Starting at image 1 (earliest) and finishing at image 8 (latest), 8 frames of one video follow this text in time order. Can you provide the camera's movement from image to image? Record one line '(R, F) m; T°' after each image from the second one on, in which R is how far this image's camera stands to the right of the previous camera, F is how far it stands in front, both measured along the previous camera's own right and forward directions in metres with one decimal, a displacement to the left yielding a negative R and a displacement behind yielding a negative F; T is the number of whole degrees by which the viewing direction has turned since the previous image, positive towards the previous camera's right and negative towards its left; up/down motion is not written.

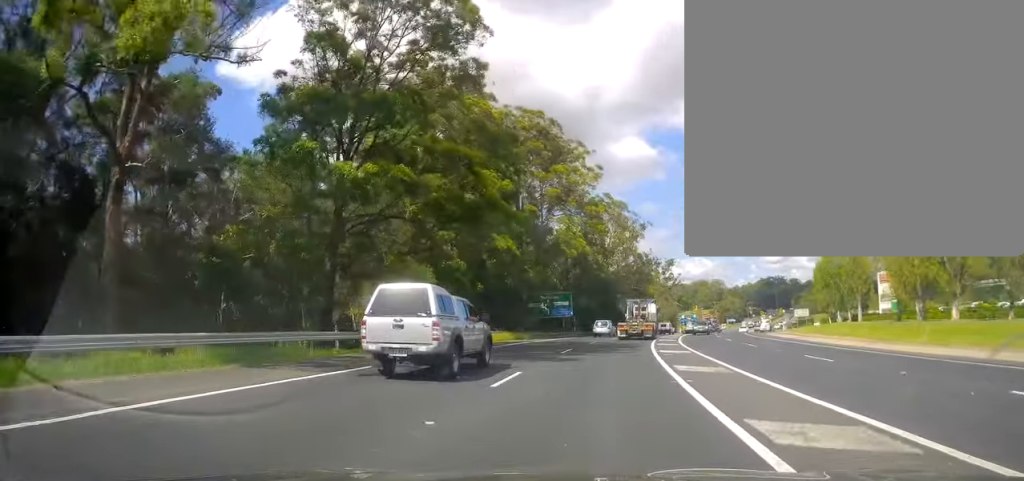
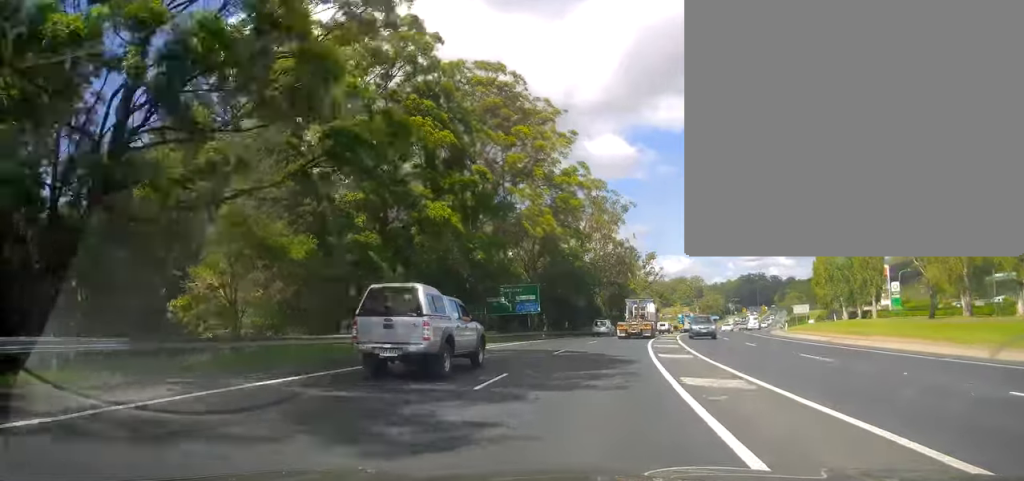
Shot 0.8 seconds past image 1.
(0.0, +12.9) m; +3°
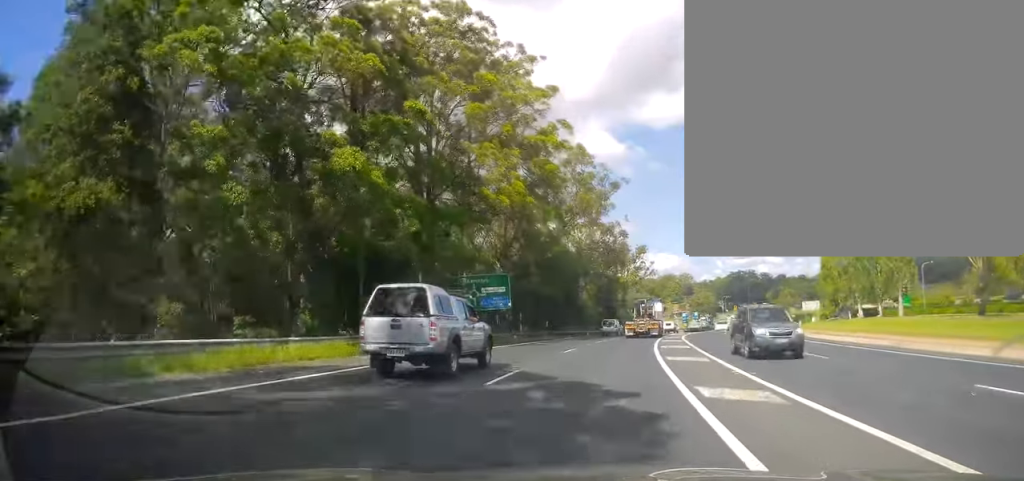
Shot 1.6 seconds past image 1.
(+0.6, +11.1) m; +4°
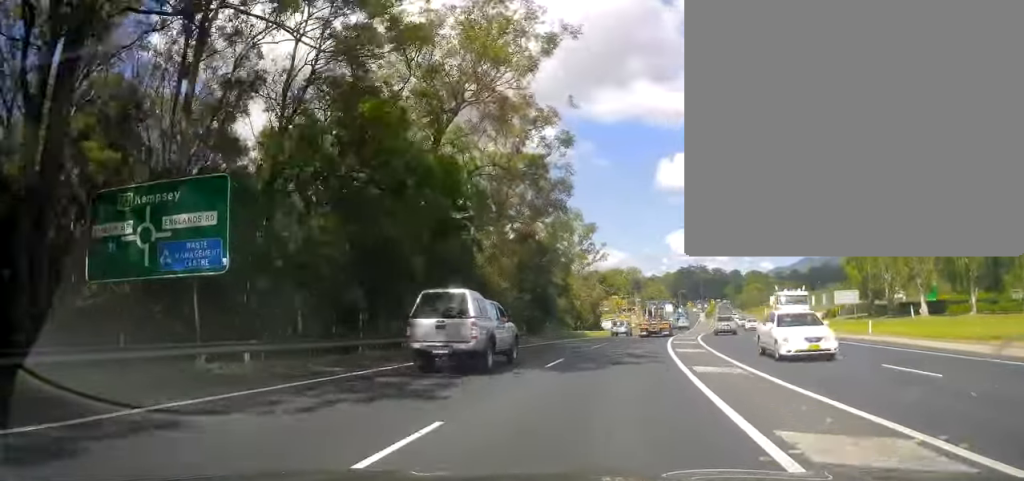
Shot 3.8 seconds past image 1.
(+1.2, +32.3) m; +3°
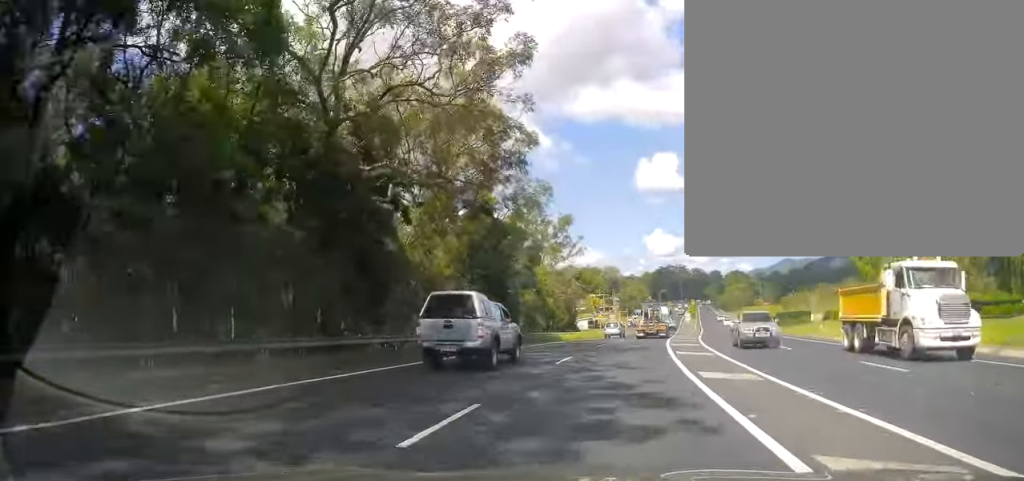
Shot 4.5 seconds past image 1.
(+0.3, +10.6) m; +1°
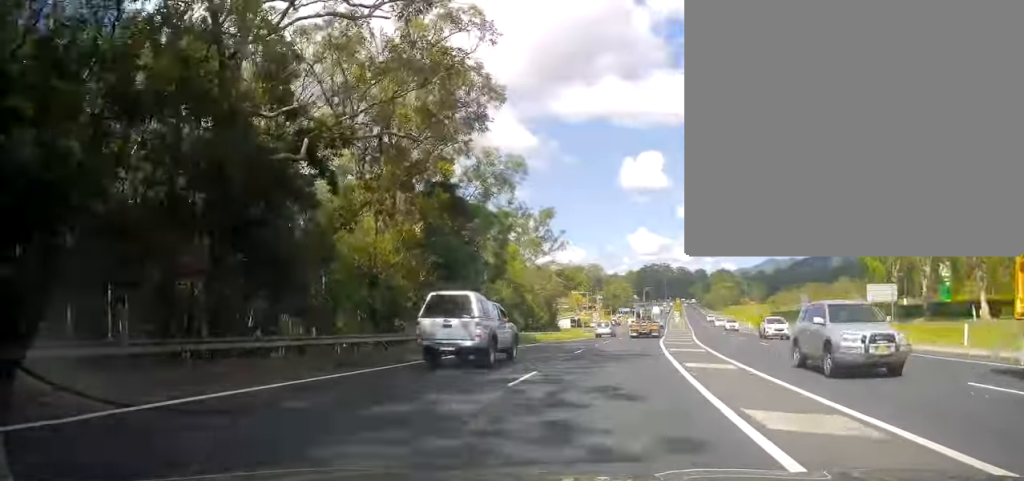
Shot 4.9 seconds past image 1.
(+0.2, +6.2) m; +1°
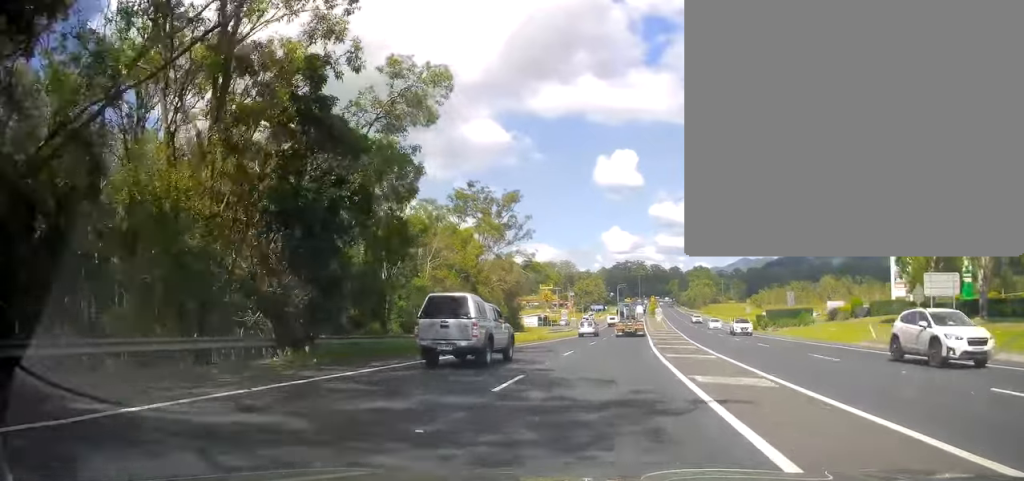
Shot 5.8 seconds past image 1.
(-0.2, +12.9) m; +3°
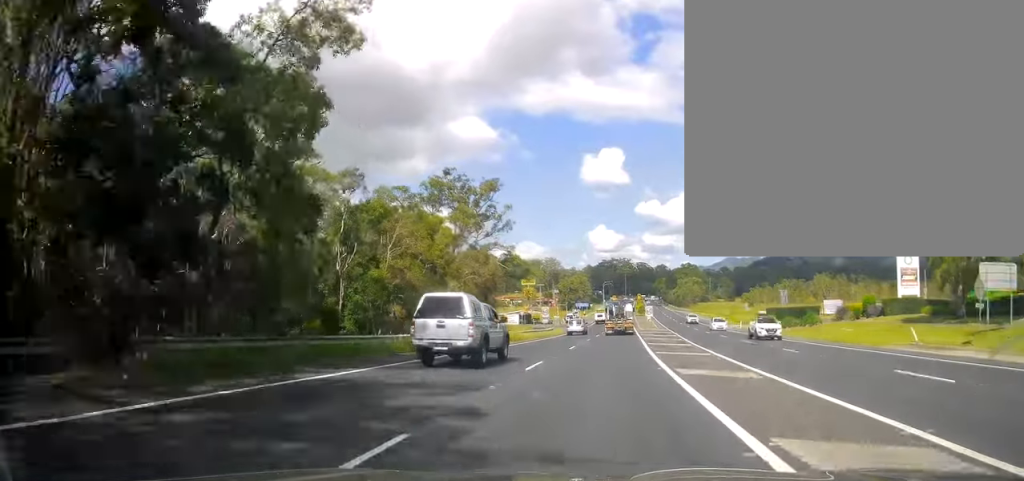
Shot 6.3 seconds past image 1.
(+0.3, +7.2) m; +2°
